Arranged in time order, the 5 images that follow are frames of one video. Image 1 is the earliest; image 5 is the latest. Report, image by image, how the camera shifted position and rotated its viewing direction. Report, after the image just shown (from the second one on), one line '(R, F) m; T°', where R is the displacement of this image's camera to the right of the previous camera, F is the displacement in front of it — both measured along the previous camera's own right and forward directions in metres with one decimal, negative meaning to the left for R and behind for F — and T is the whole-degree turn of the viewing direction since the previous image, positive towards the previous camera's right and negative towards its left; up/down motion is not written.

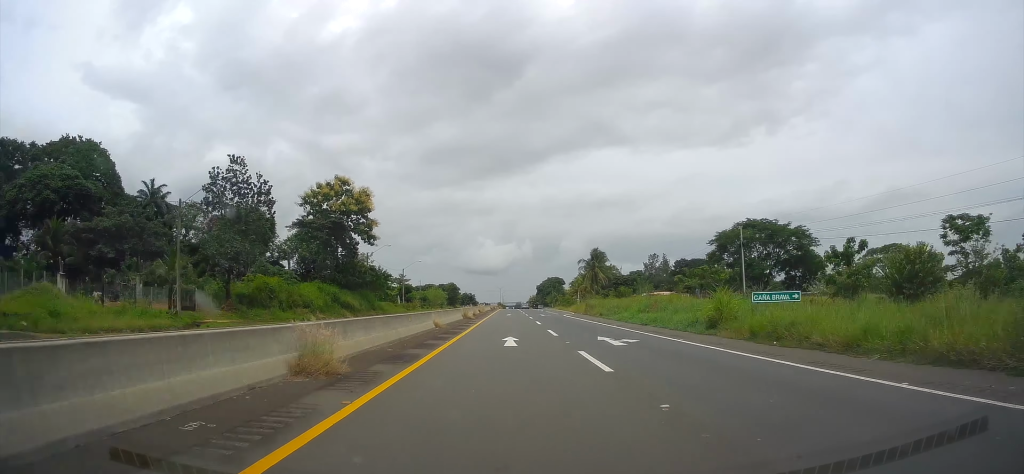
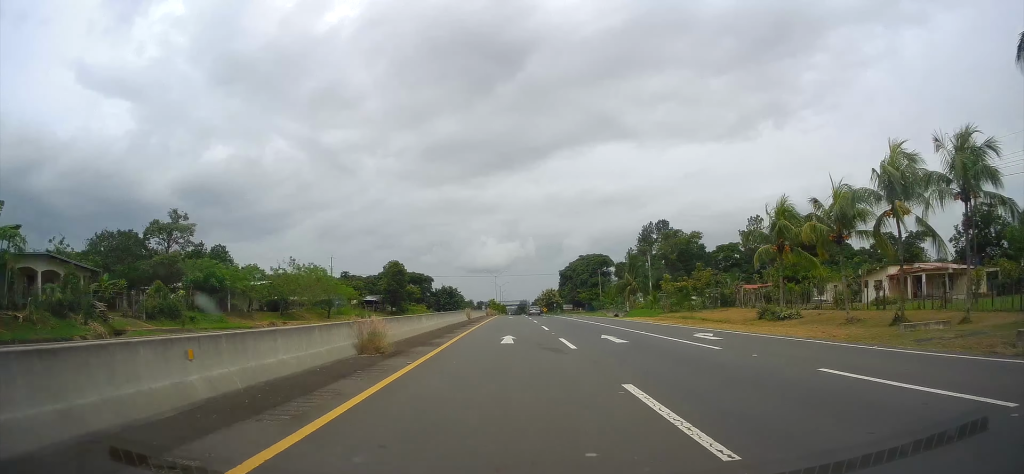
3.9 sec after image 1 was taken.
(+0.5, +116.3) m; 0°
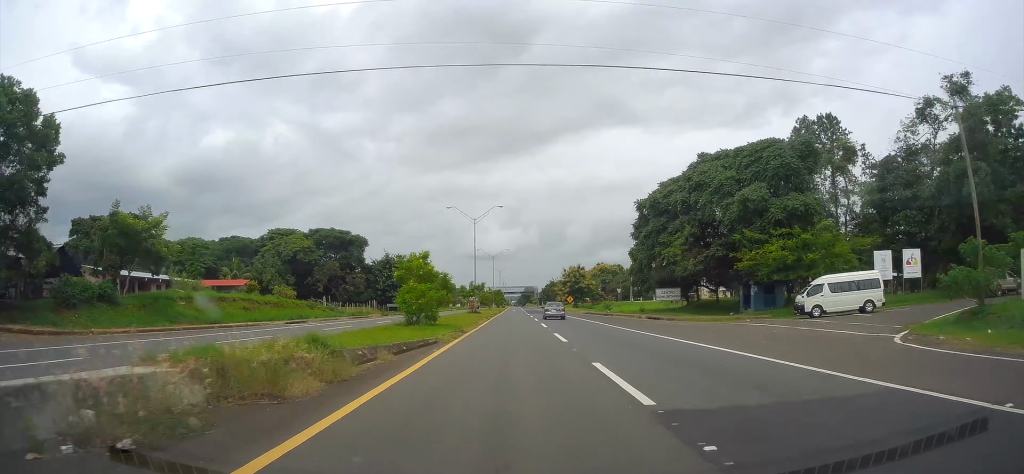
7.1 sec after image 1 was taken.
(-0.5, +94.5) m; 0°
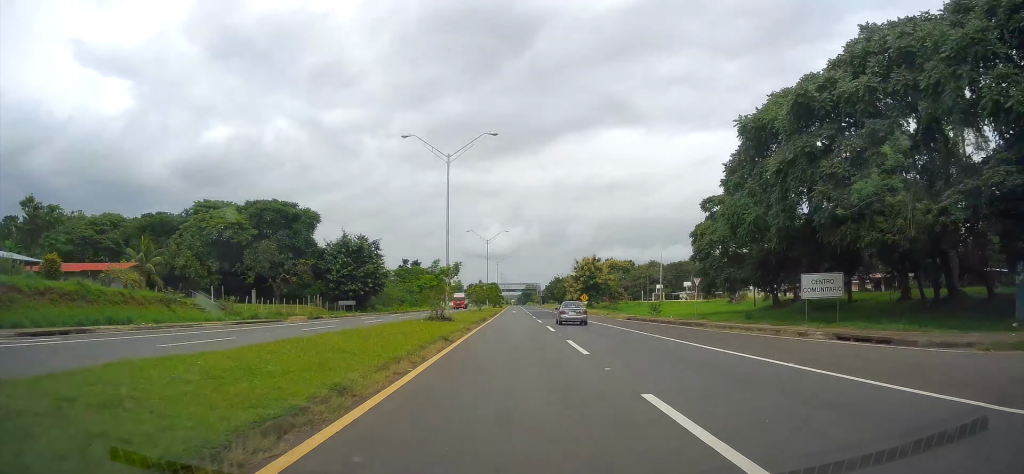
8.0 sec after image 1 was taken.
(0.0, +27.6) m; 0°
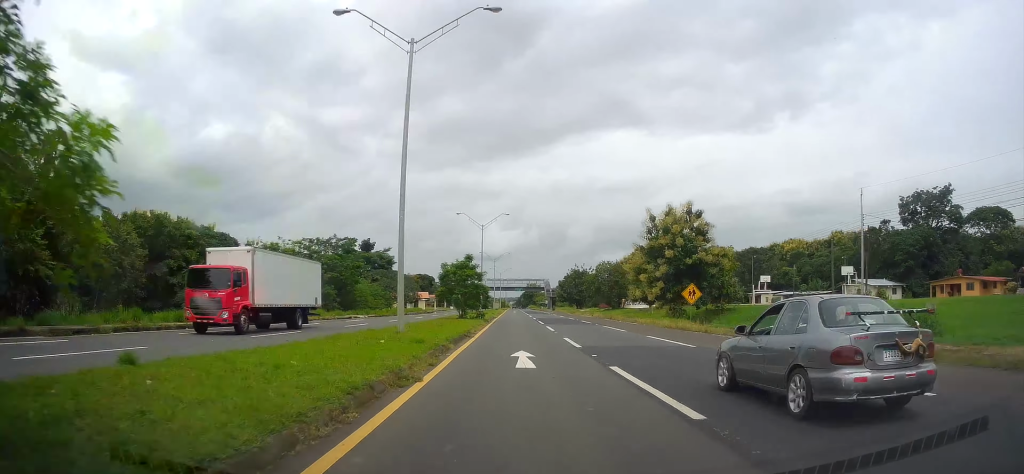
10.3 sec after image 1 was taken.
(-0.2, +67.9) m; 0°
